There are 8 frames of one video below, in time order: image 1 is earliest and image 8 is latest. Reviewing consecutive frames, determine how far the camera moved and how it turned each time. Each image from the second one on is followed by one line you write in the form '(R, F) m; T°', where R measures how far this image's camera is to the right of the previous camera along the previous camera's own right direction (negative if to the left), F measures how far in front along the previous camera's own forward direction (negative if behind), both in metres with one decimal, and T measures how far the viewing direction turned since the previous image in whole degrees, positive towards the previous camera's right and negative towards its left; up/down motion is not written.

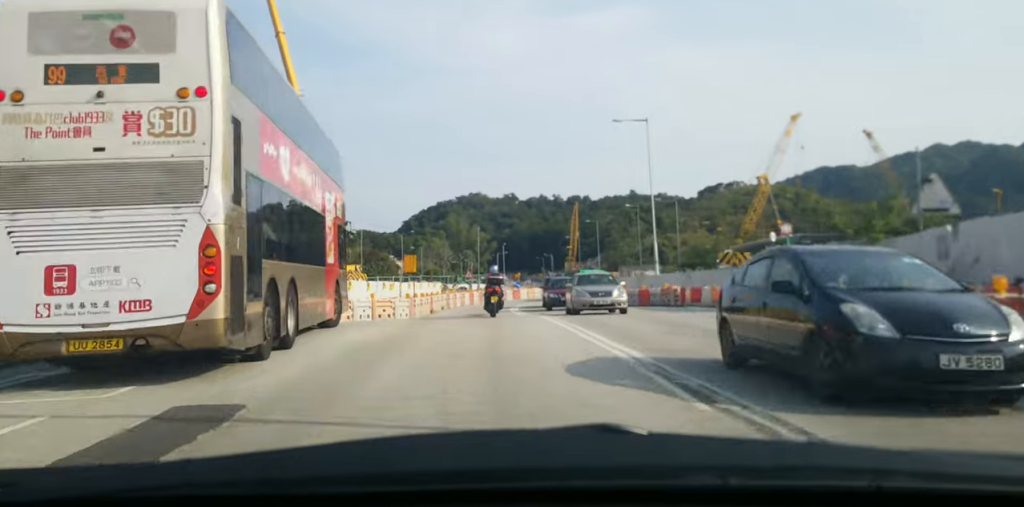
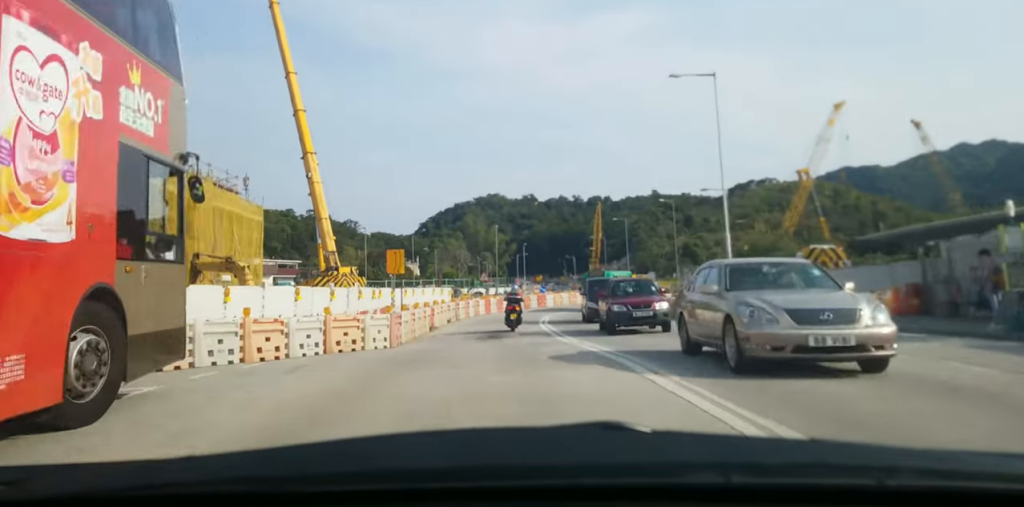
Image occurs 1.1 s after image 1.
(-0.4, +11.6) m; -3°
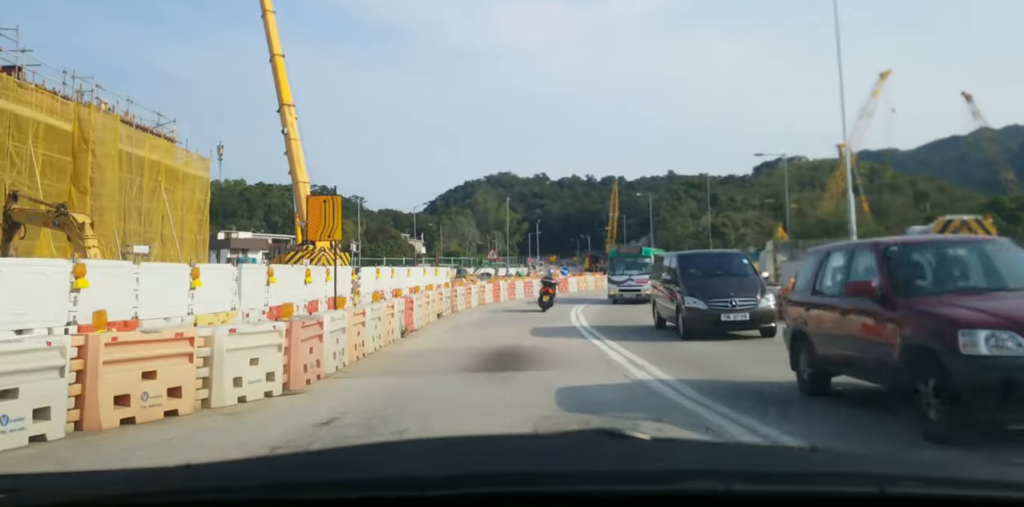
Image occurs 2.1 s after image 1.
(-0.1, +11.5) m; -1°
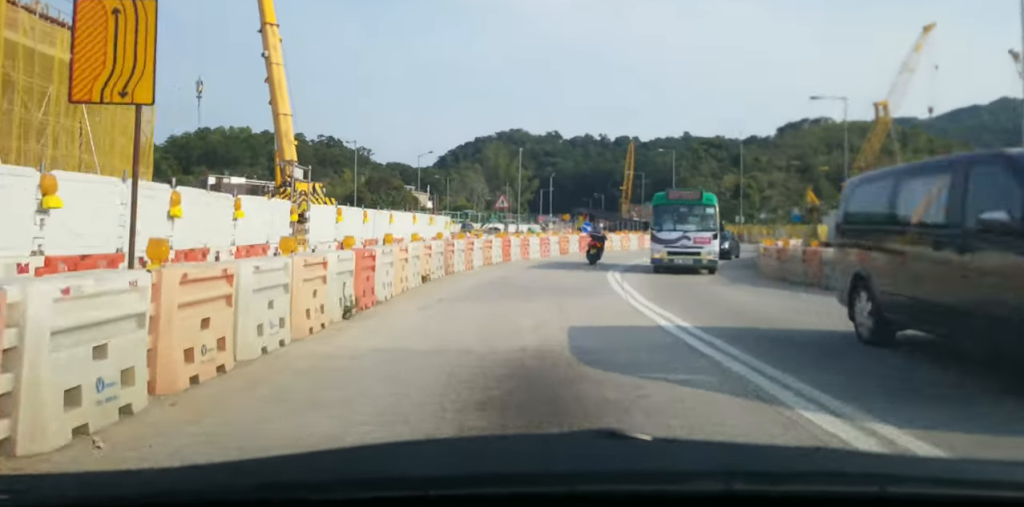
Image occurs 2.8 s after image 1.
(+0.1, +8.5) m; -1°
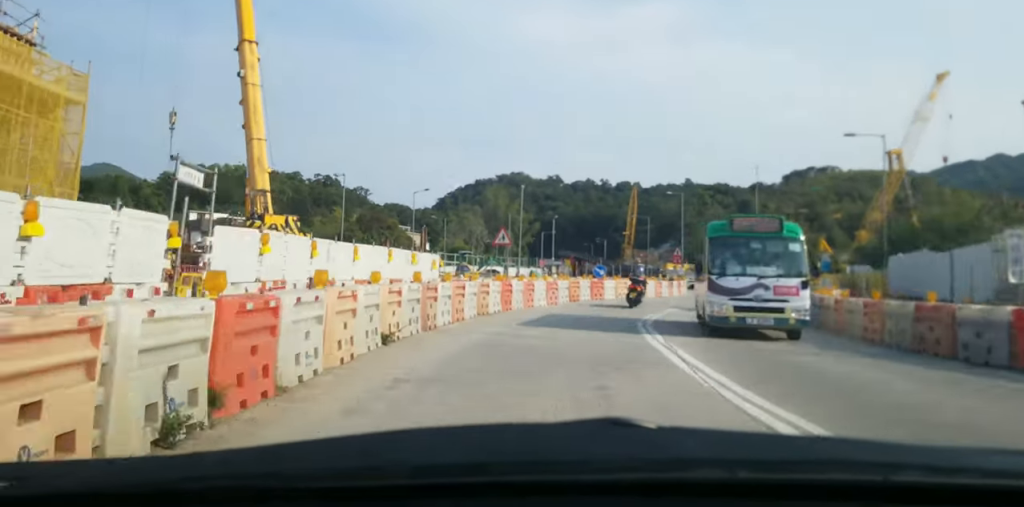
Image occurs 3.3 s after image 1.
(-0.3, +5.8) m; -1°
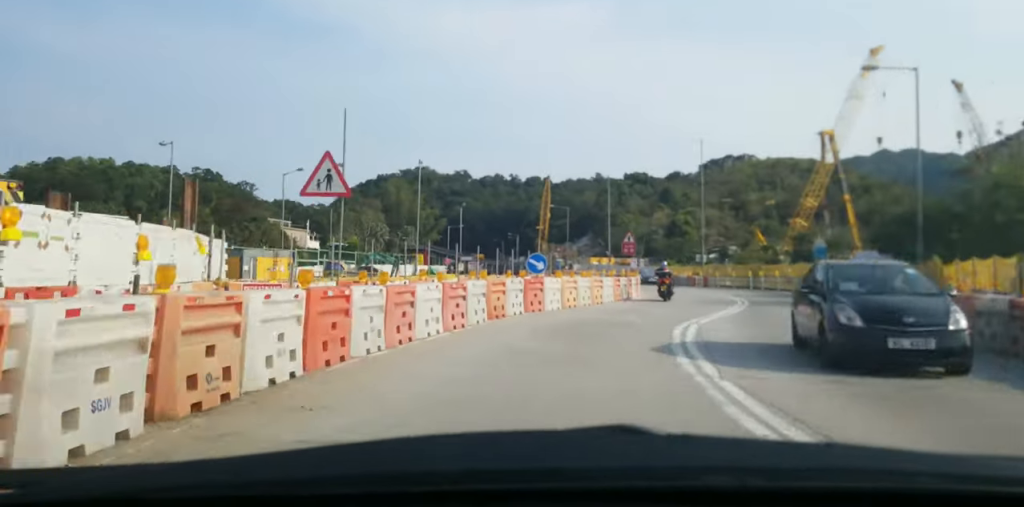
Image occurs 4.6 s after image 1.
(+0.1, +16.2) m; +7°
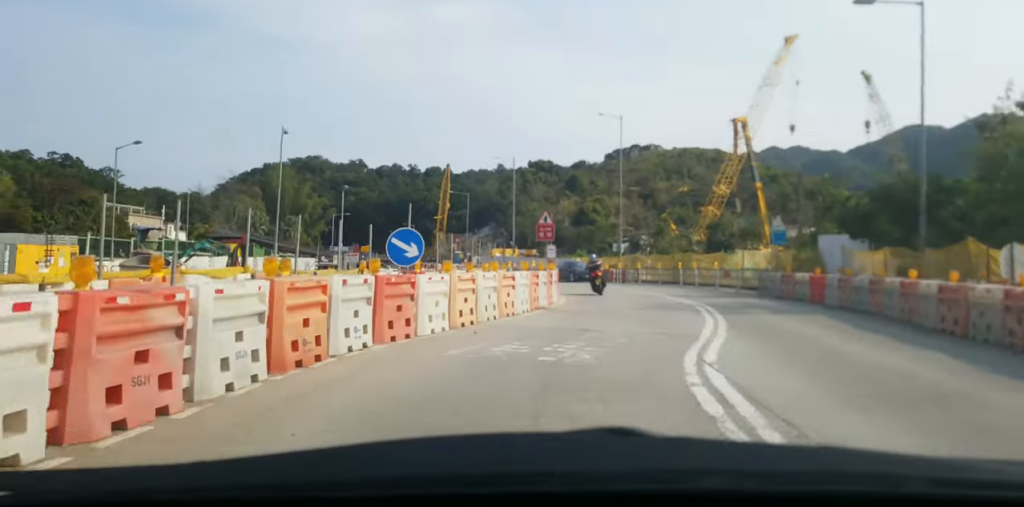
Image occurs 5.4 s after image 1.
(+1.1, +10.0) m; +6°
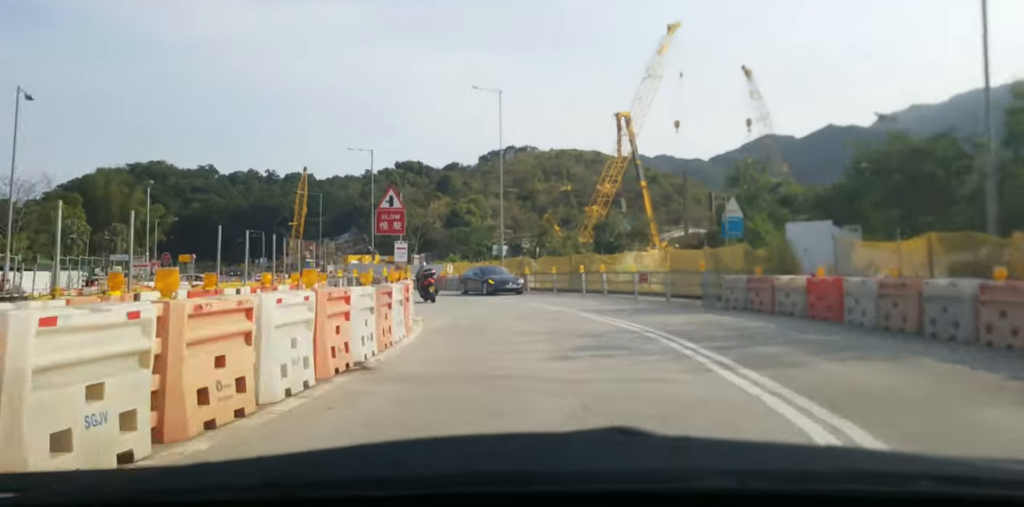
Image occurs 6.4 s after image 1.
(+0.5, +11.9) m; +5°
